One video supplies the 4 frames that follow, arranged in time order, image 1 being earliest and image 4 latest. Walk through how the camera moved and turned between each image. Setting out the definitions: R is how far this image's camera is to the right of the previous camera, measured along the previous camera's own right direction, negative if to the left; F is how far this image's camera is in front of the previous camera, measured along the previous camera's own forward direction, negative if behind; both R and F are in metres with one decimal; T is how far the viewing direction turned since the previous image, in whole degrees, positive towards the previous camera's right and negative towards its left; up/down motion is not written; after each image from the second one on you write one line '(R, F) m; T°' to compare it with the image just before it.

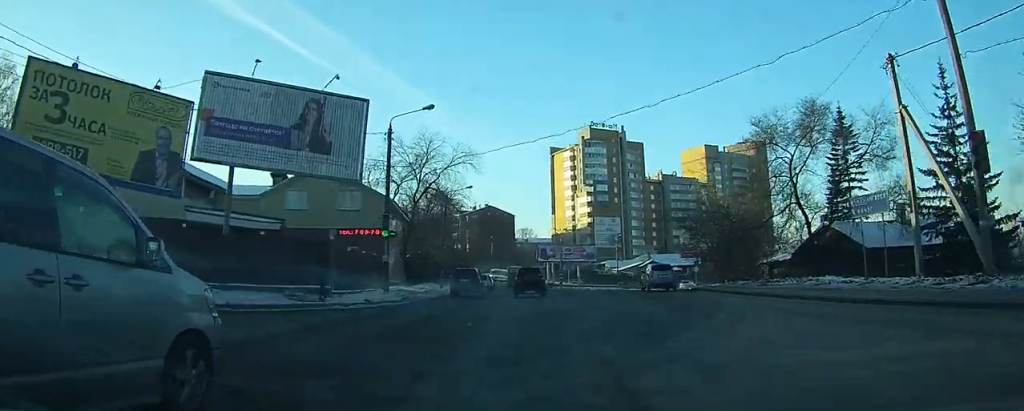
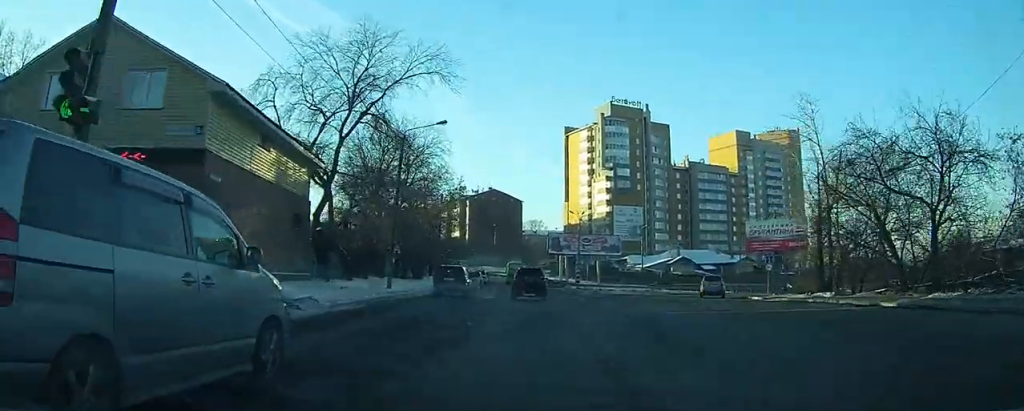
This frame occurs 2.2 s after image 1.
(-0.1, +22.2) m; -2°
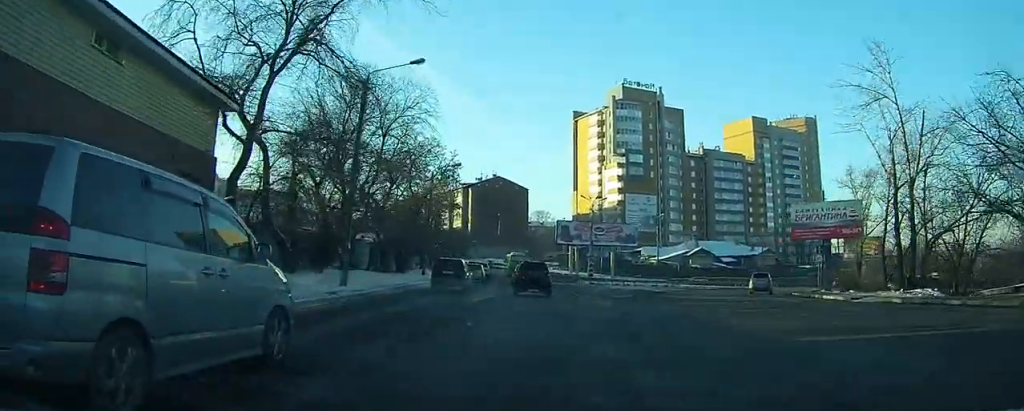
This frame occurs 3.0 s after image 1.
(-0.1, +9.2) m; -1°
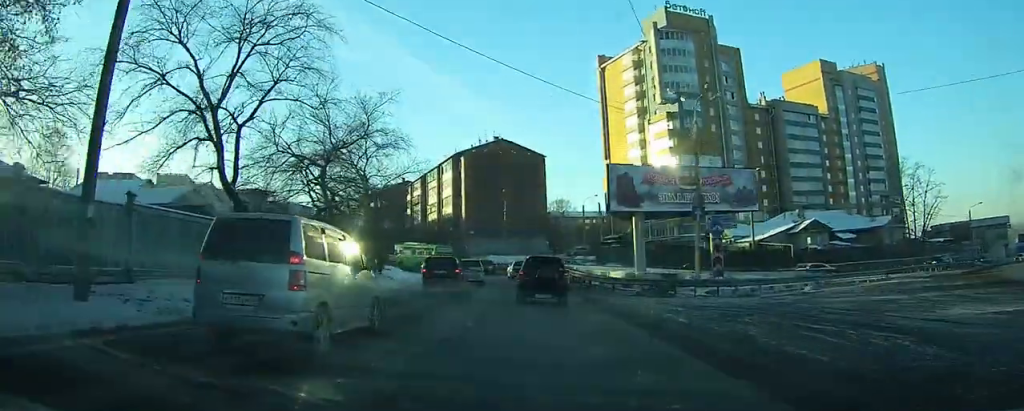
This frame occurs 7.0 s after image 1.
(+0.2, +41.7) m; 0°
